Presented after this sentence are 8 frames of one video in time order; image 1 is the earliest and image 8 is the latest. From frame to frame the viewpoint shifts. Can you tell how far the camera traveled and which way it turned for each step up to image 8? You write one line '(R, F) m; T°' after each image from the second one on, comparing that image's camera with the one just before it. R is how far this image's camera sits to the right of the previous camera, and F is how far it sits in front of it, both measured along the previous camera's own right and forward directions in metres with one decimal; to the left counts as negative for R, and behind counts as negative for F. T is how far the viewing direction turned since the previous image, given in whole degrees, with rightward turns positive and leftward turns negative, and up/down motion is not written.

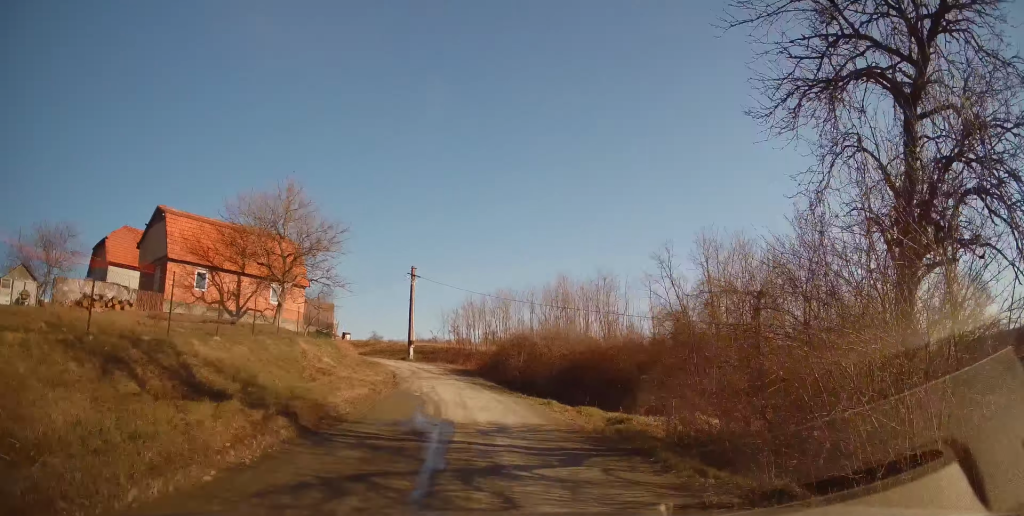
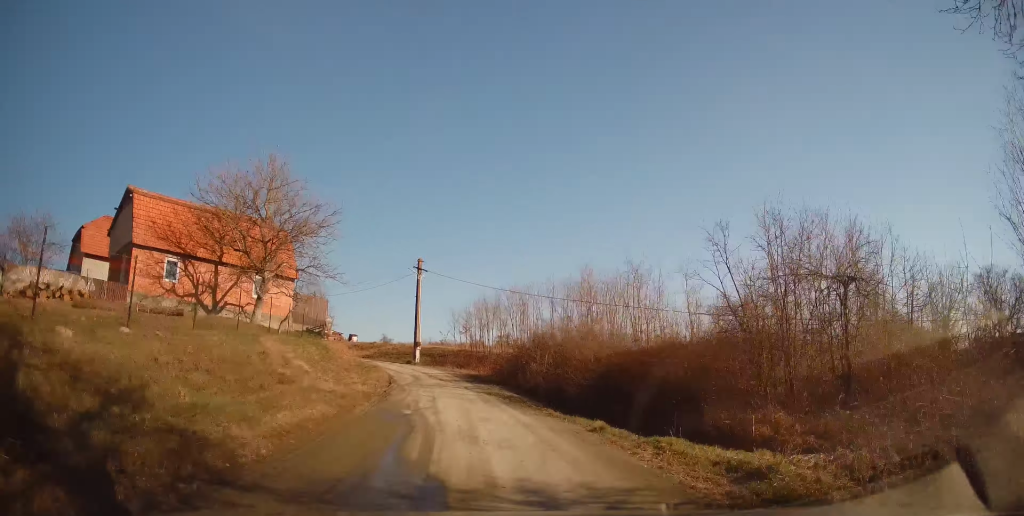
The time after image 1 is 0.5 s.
(+0.3, +4.9) m; +1°
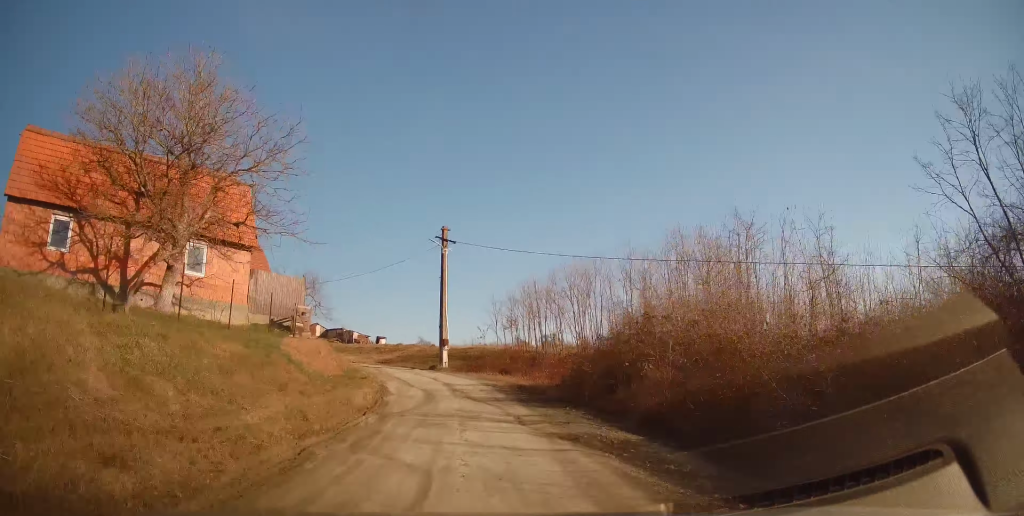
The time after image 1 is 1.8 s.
(0.0, +10.8) m; -5°
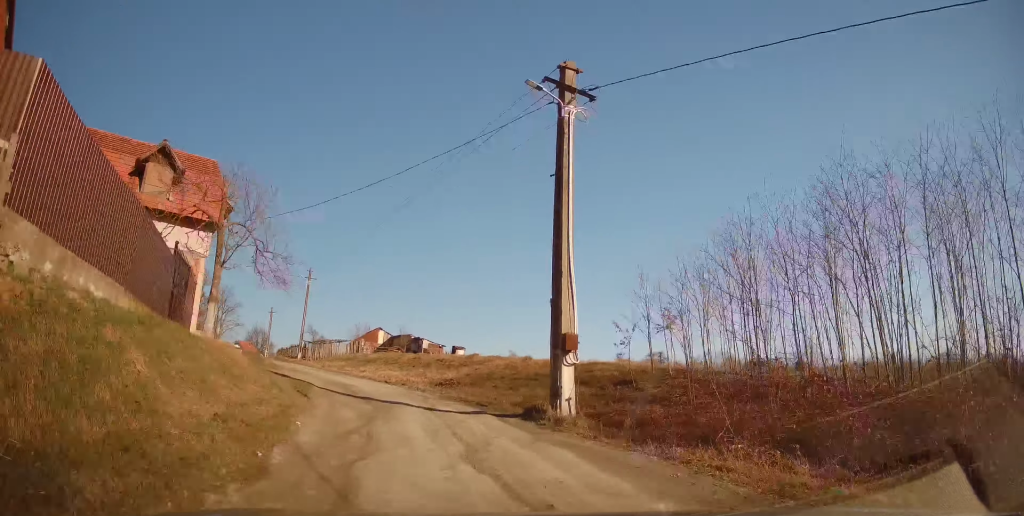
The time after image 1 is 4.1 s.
(-1.7, +18.9) m; -11°
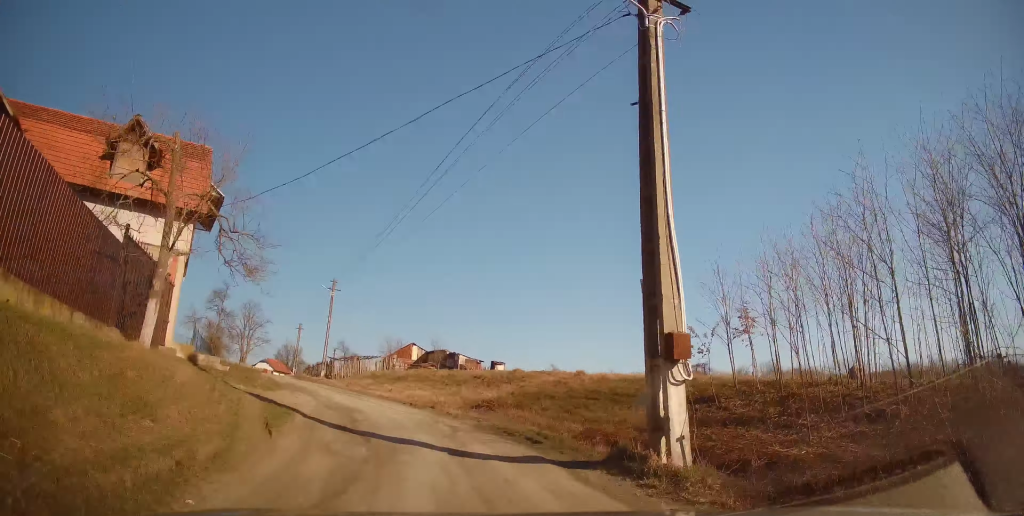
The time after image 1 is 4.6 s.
(-0.4, +4.2) m; -5°
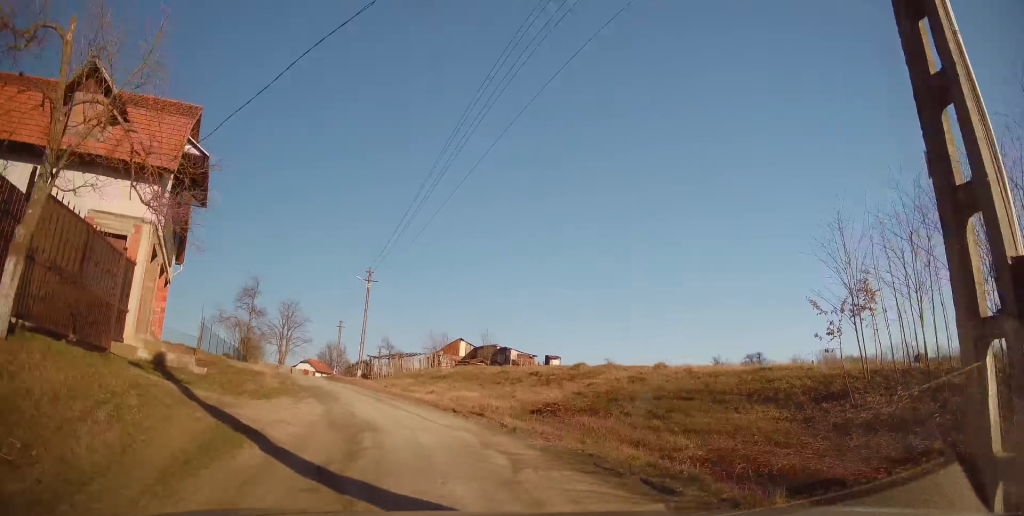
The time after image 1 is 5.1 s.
(-0.2, +4.2) m; -5°
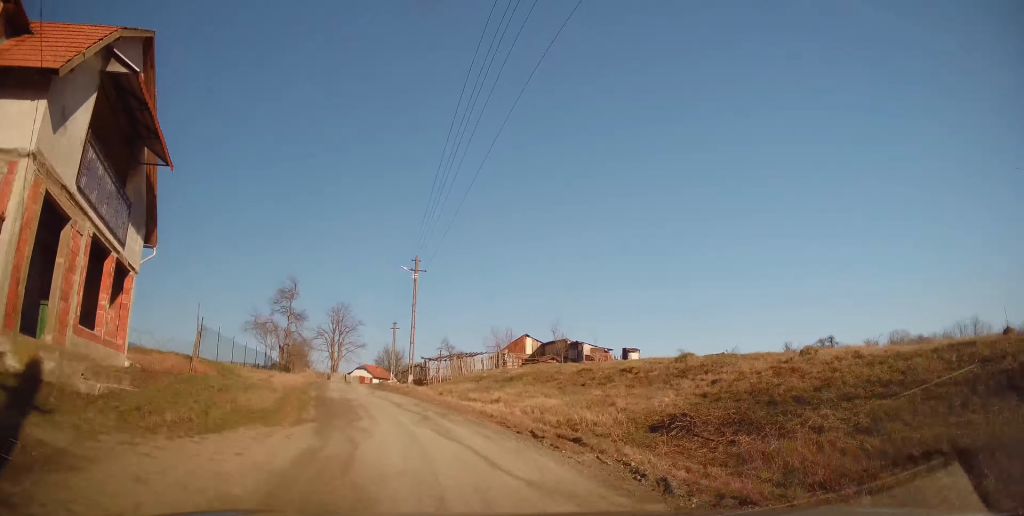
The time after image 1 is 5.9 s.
(-0.2, +6.0) m; -7°
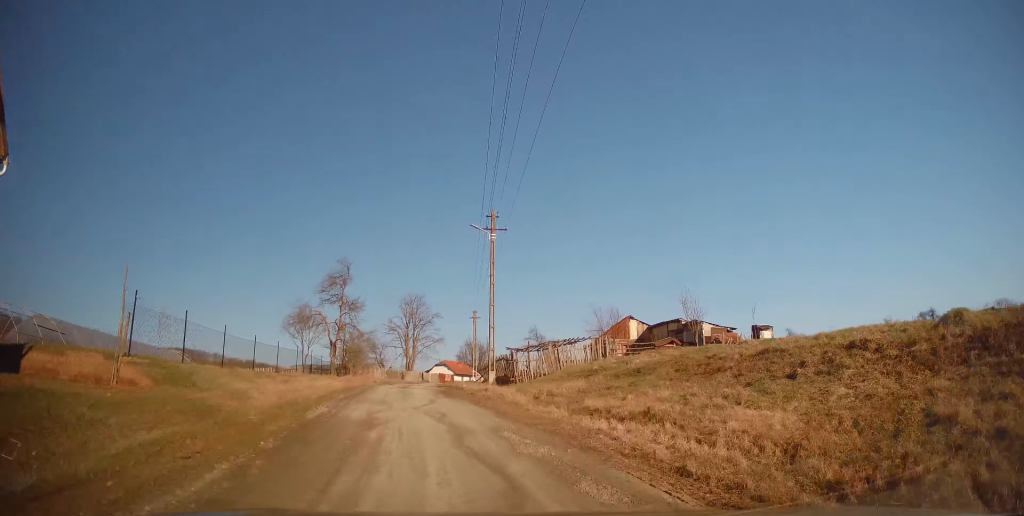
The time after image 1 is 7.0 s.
(-0.8, +8.8) m; -8°
